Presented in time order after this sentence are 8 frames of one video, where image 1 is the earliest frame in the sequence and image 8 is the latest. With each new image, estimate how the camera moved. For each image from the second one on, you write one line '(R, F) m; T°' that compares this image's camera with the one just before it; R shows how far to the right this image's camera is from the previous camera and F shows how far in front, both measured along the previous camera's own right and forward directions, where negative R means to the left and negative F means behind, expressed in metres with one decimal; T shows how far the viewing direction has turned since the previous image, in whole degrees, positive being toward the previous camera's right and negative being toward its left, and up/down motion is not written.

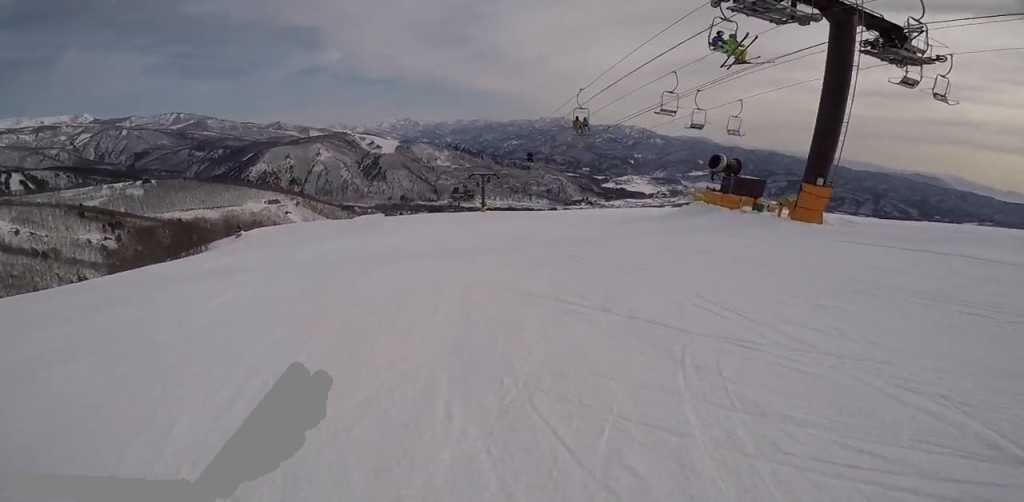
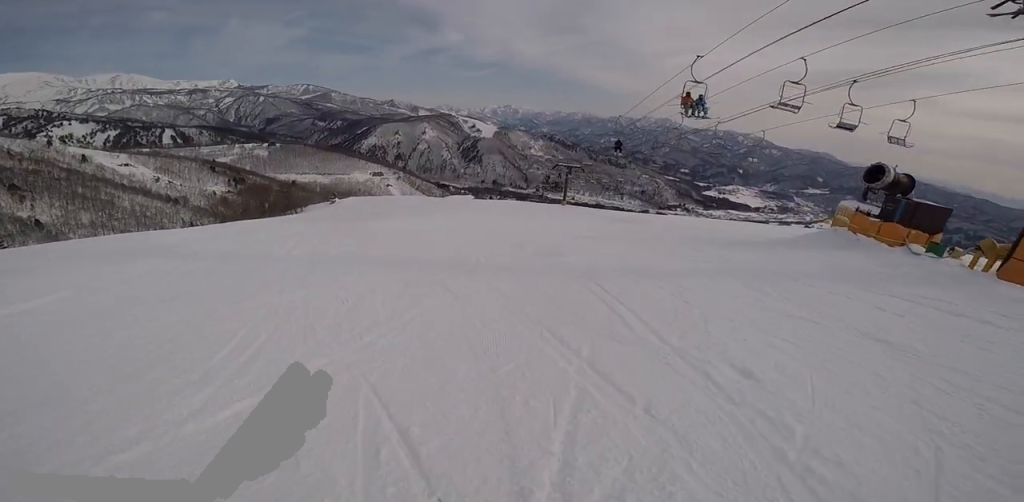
(-0.6, +4.5) m; -12°
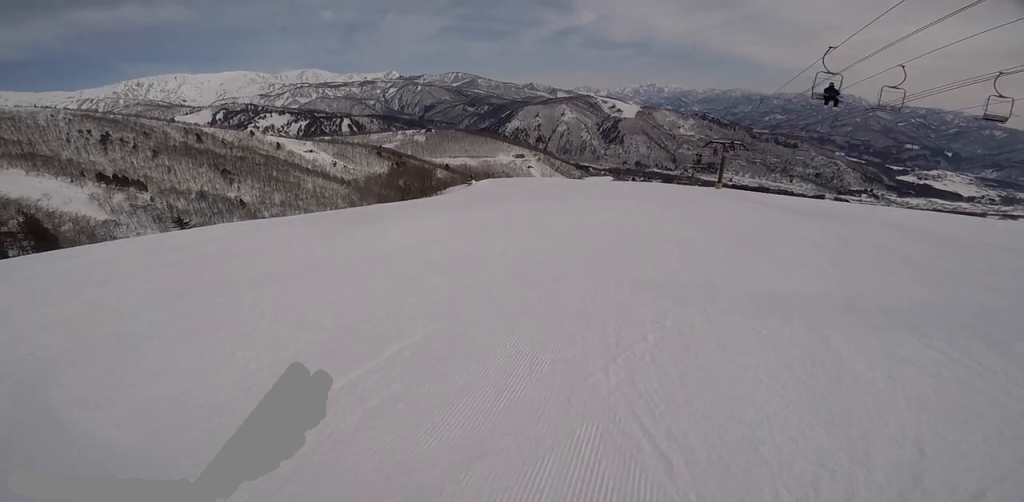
(-1.7, +7.6) m; -26°
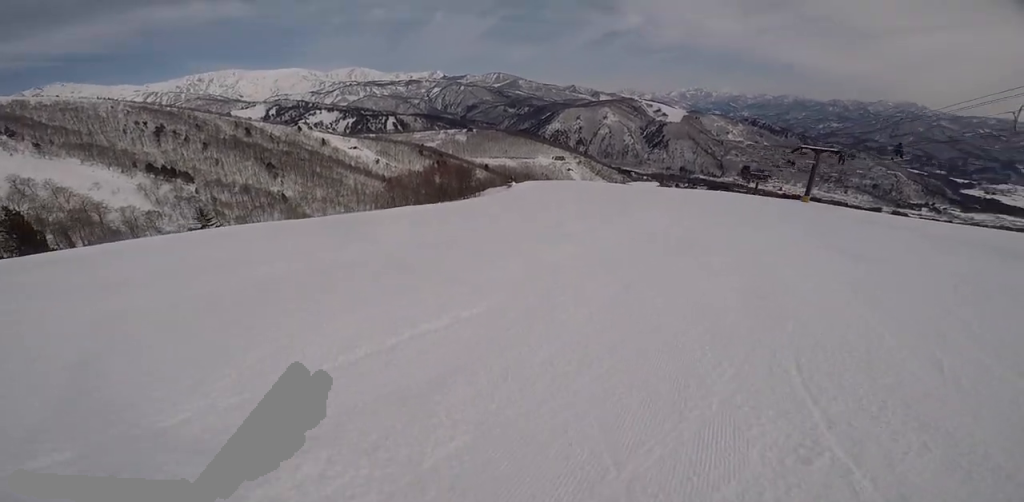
(-2.7, +9.8) m; -16°
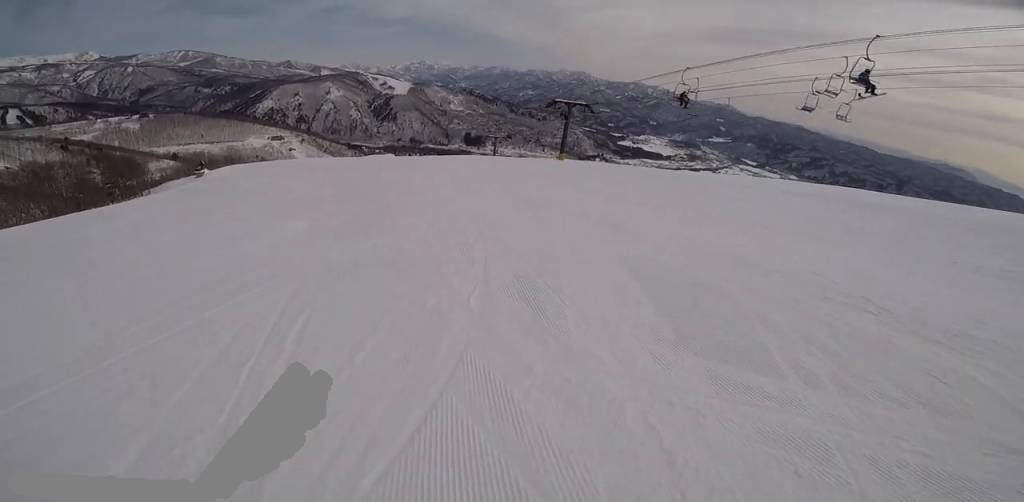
(+5.6, +13.2) m; +51°
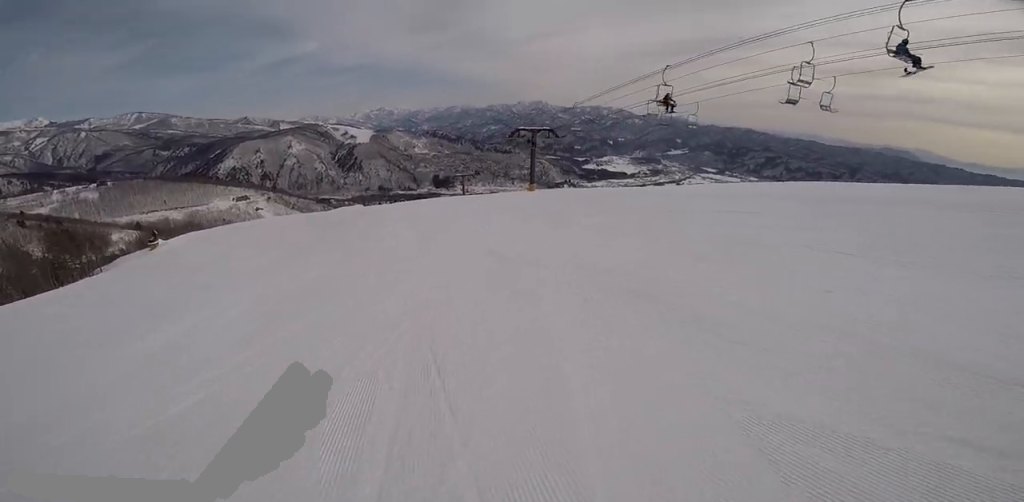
(+0.4, +3.6) m; +4°
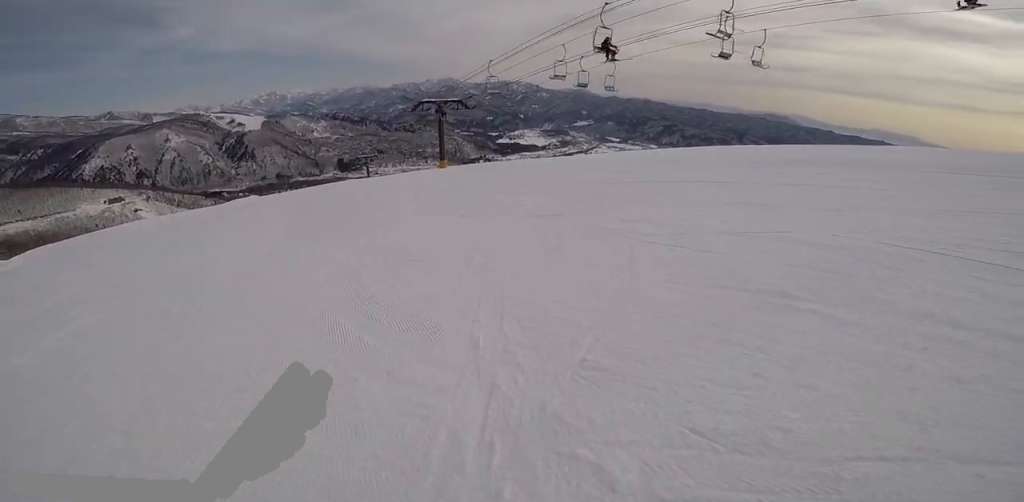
(+0.3, +4.4) m; +4°
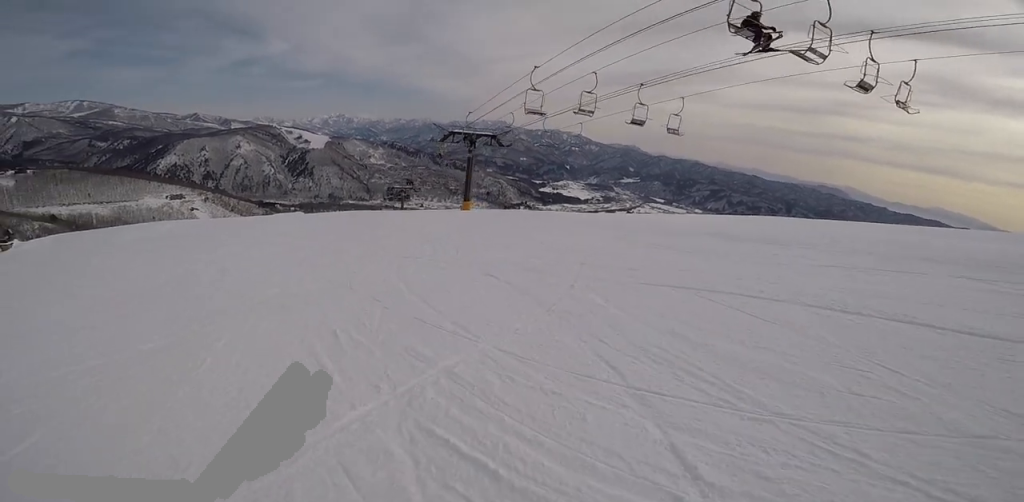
(+0.1, +7.9) m; +8°
